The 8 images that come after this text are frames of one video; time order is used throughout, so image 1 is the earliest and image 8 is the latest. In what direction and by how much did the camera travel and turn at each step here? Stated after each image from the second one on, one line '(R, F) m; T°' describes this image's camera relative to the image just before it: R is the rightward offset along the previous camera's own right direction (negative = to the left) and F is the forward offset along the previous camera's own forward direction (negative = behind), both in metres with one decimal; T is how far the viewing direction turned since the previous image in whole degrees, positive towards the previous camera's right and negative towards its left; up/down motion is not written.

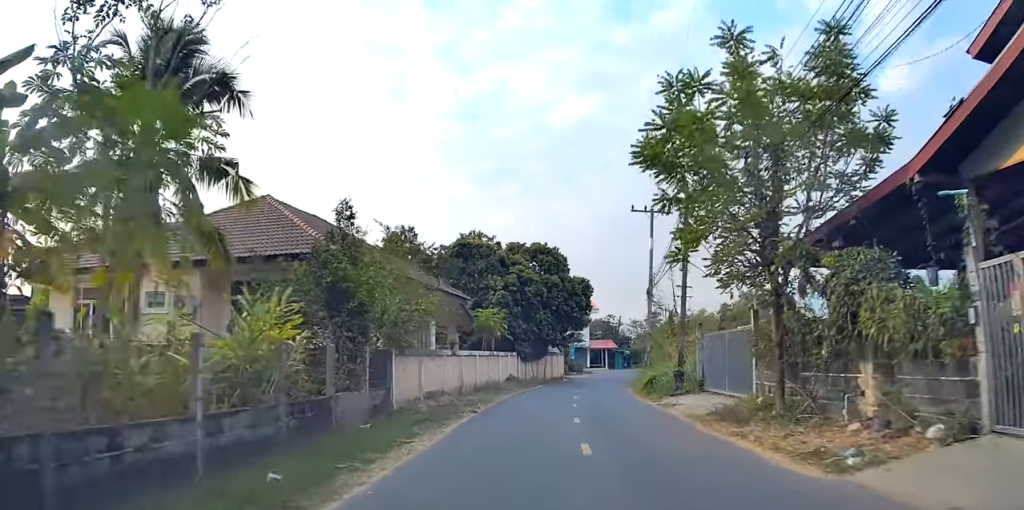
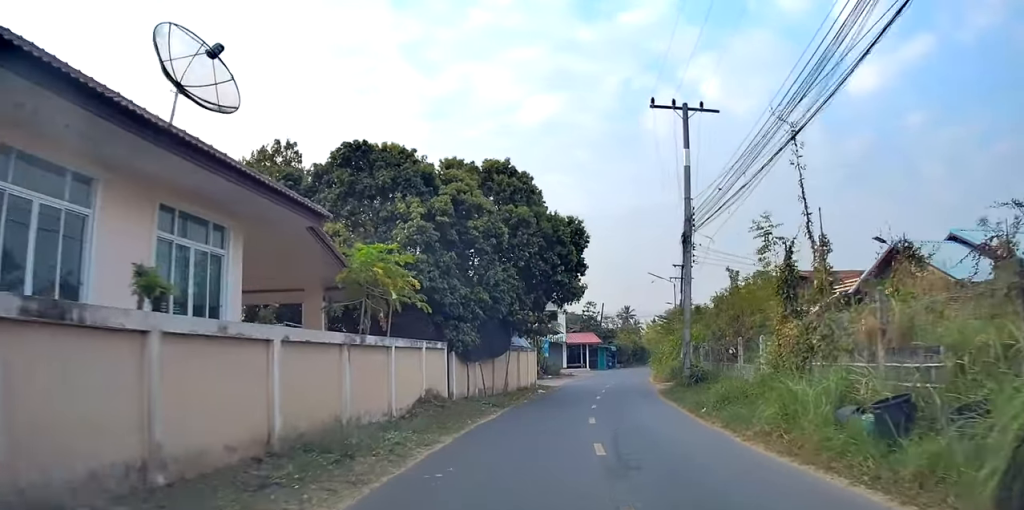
(-1.7, +14.6) m; -7°
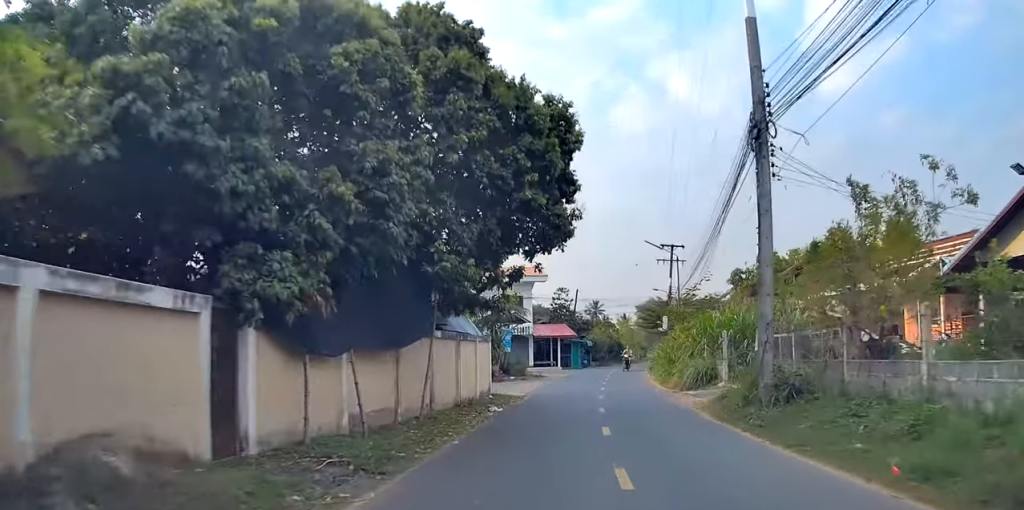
(0.0, +9.1) m; +2°
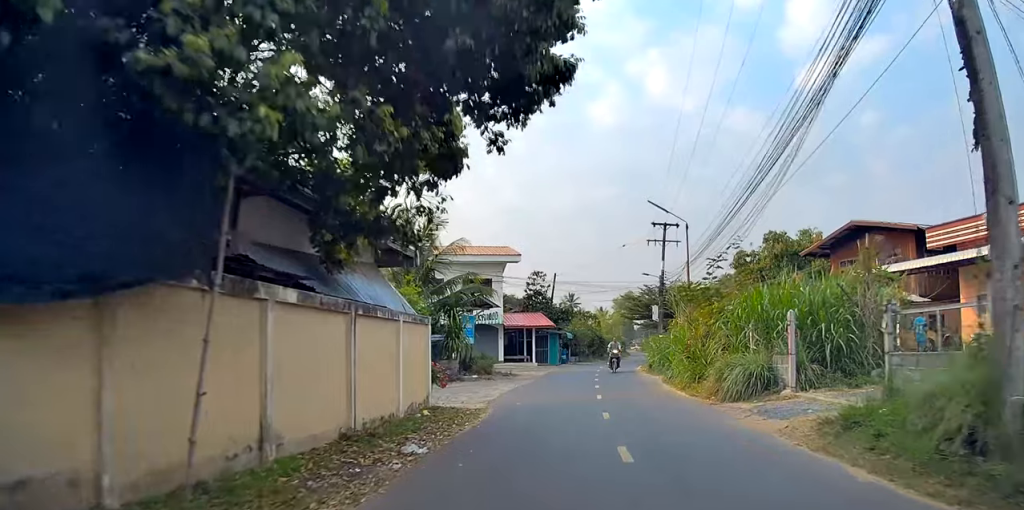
(+0.2, +6.8) m; +8°
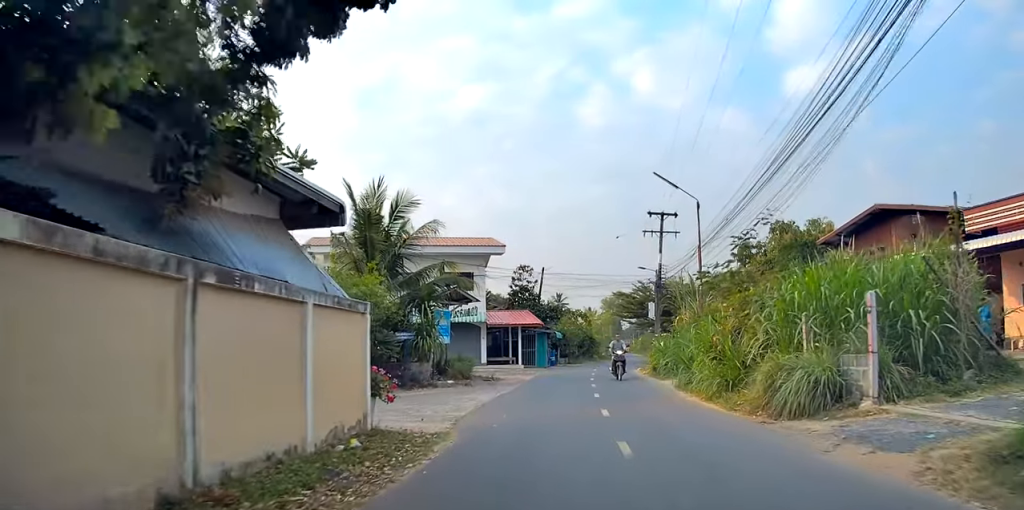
(+0.4, +3.7) m; +5°
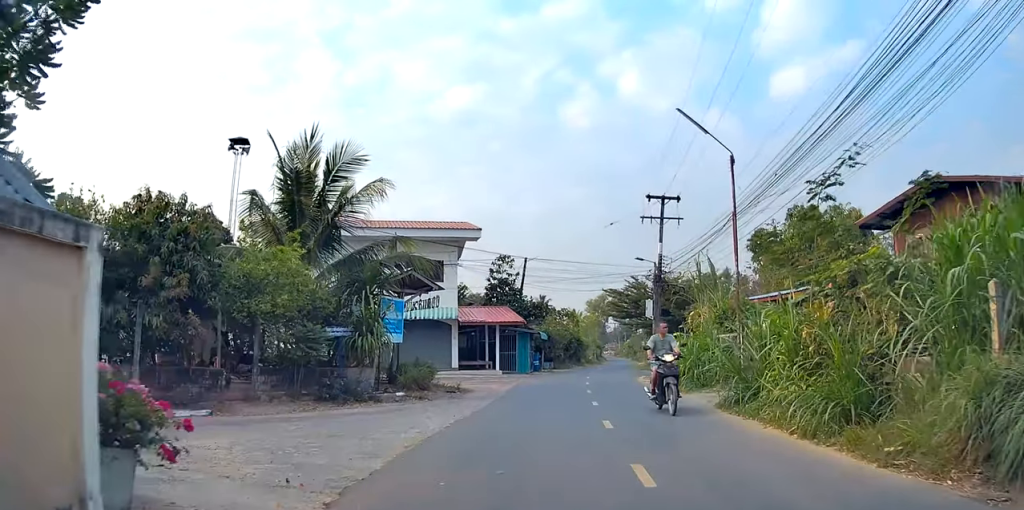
(+0.2, +6.0) m; -3°
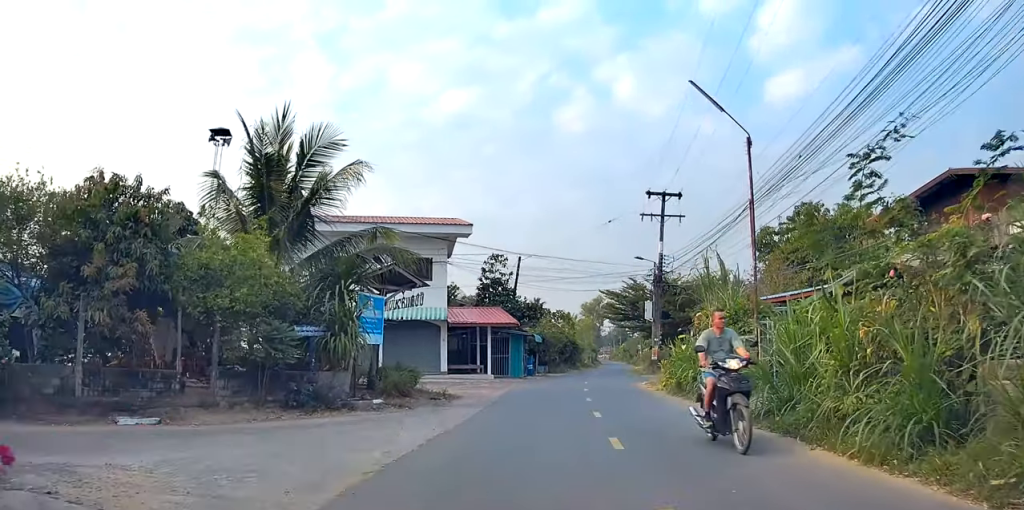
(-0.1, +2.0) m; 0°
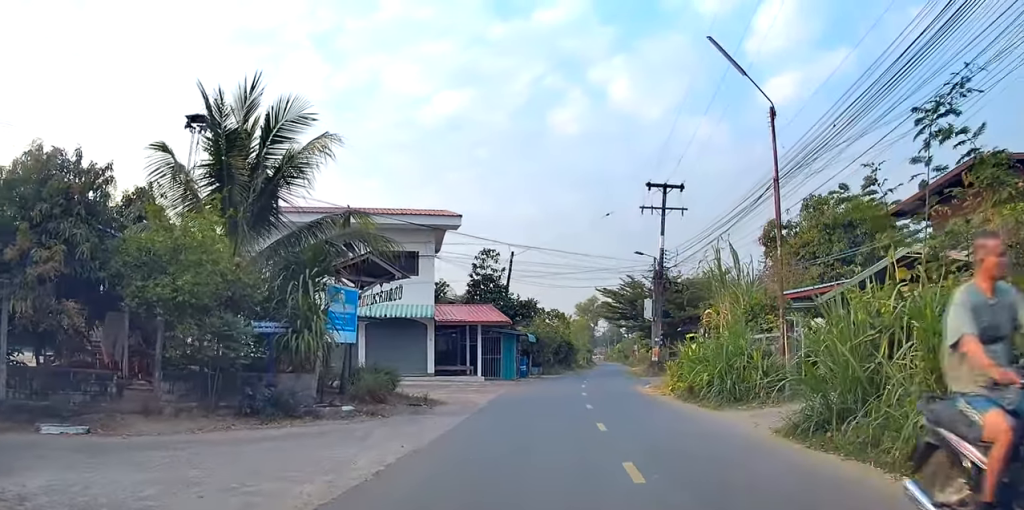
(-0.4, +2.6) m; +2°
